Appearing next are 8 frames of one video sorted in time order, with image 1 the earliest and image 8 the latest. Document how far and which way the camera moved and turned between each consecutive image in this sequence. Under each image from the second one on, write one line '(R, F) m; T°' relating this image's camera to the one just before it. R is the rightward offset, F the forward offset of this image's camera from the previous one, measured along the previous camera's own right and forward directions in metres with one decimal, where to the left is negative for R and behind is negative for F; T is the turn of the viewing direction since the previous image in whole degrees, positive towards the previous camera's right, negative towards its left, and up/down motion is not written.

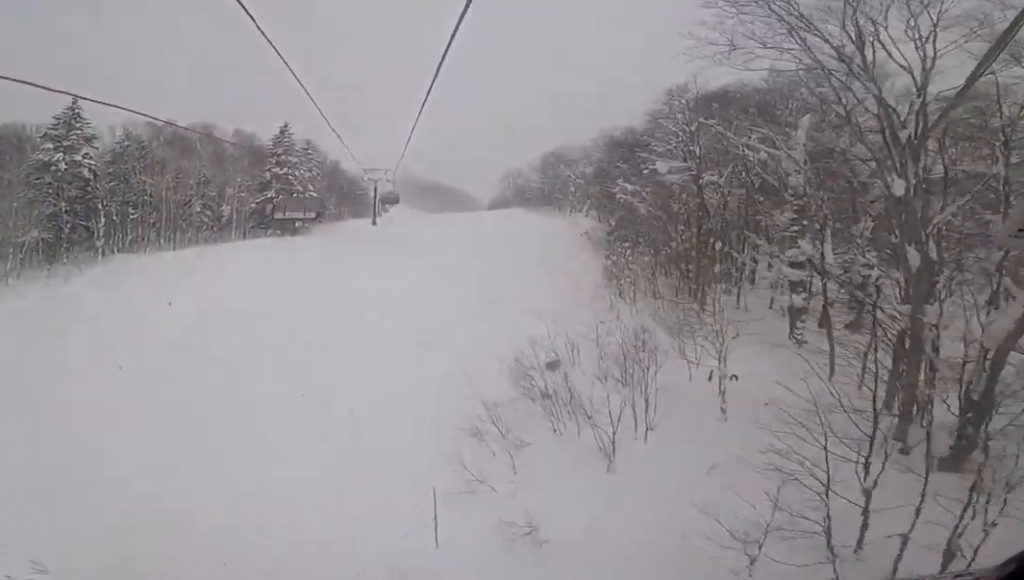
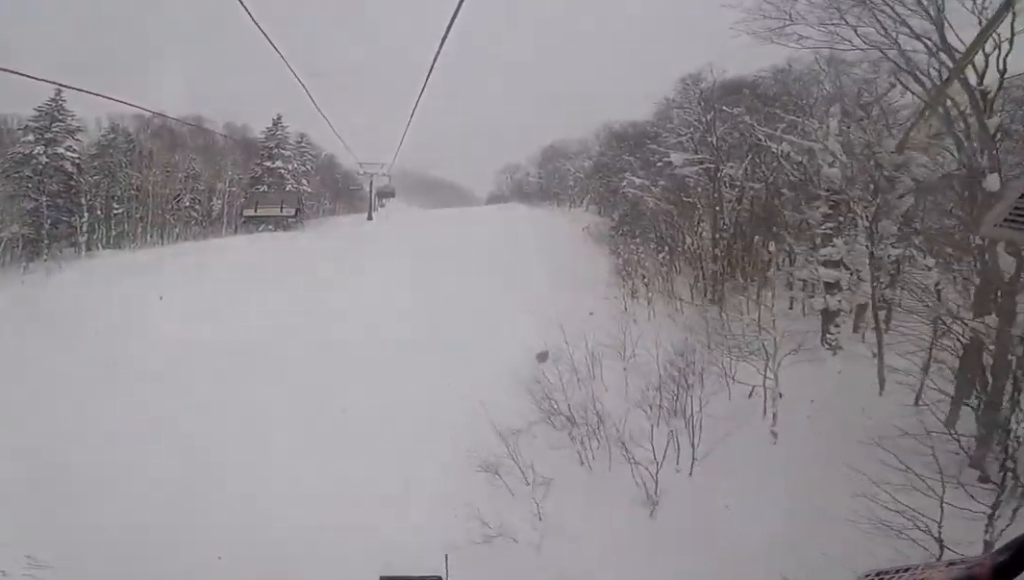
(-0.1, +2.0) m; +4°
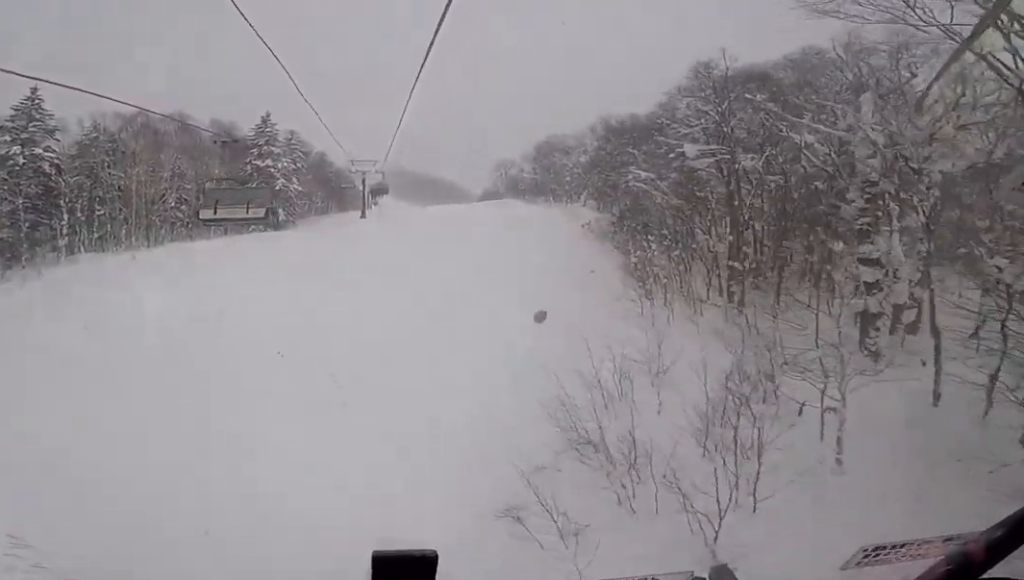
(0.0, +1.8) m; +3°
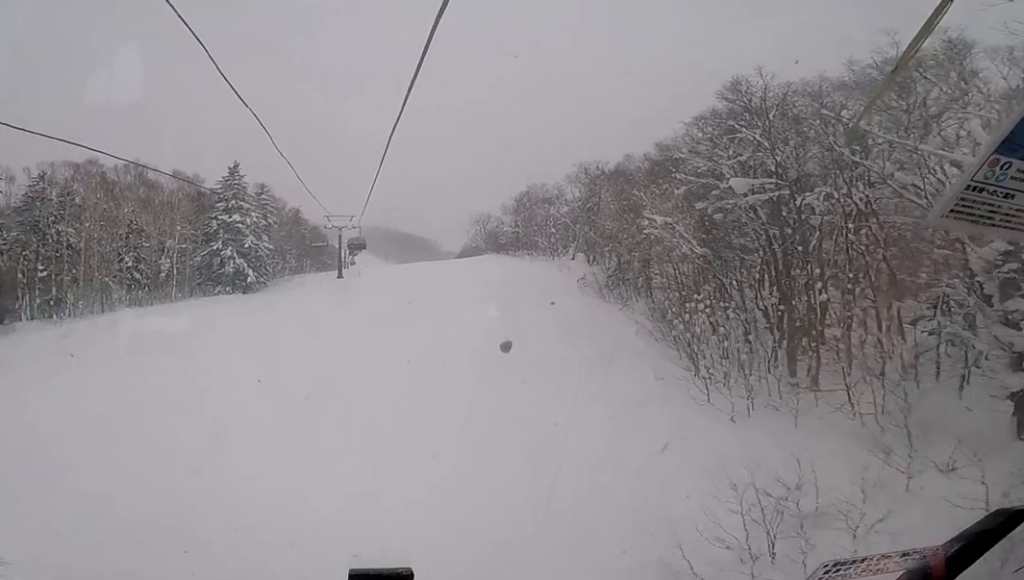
(+0.3, +5.6) m; 0°
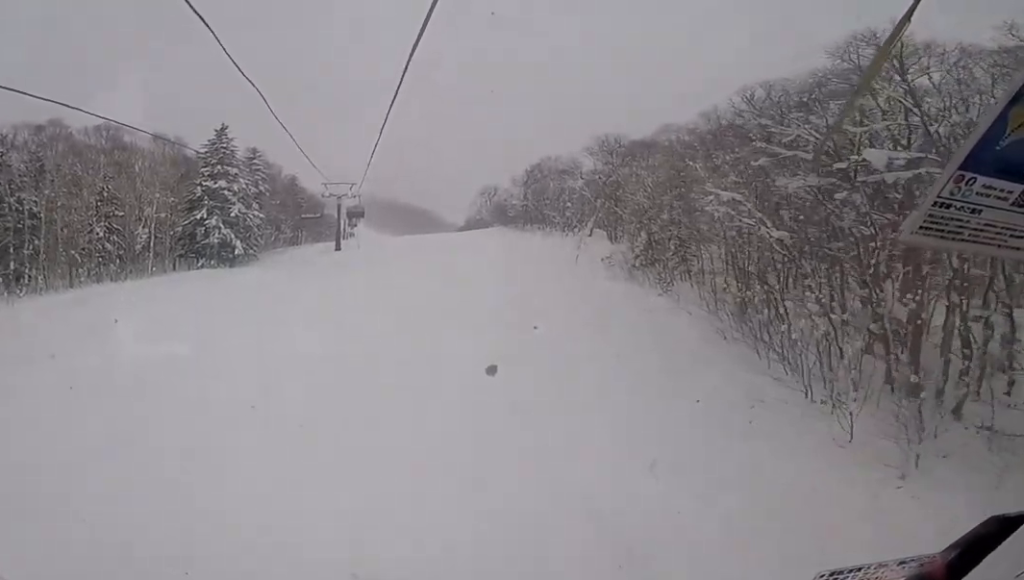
(+0.1, +5.9) m; 0°
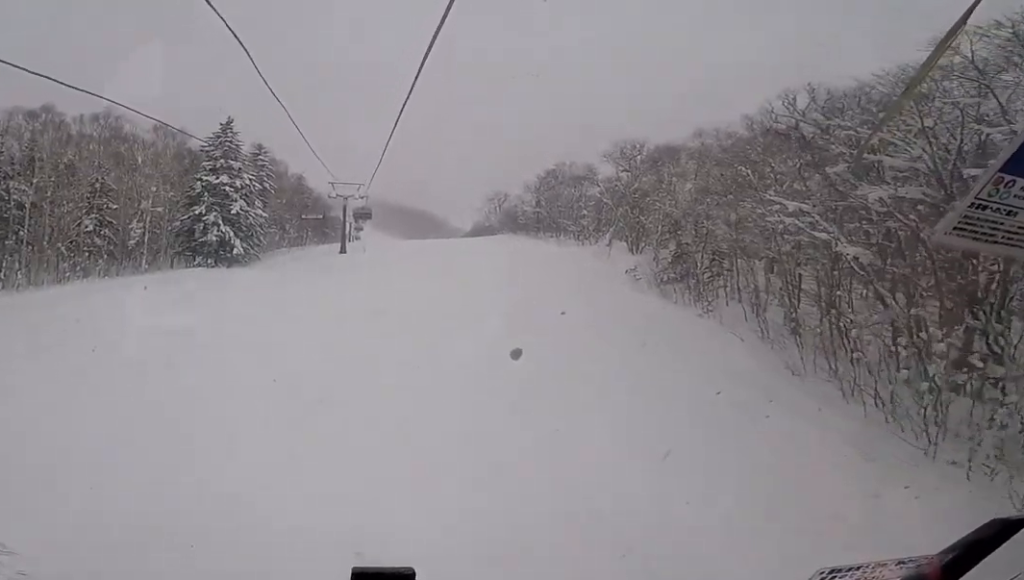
(-0.1, +3.5) m; -4°
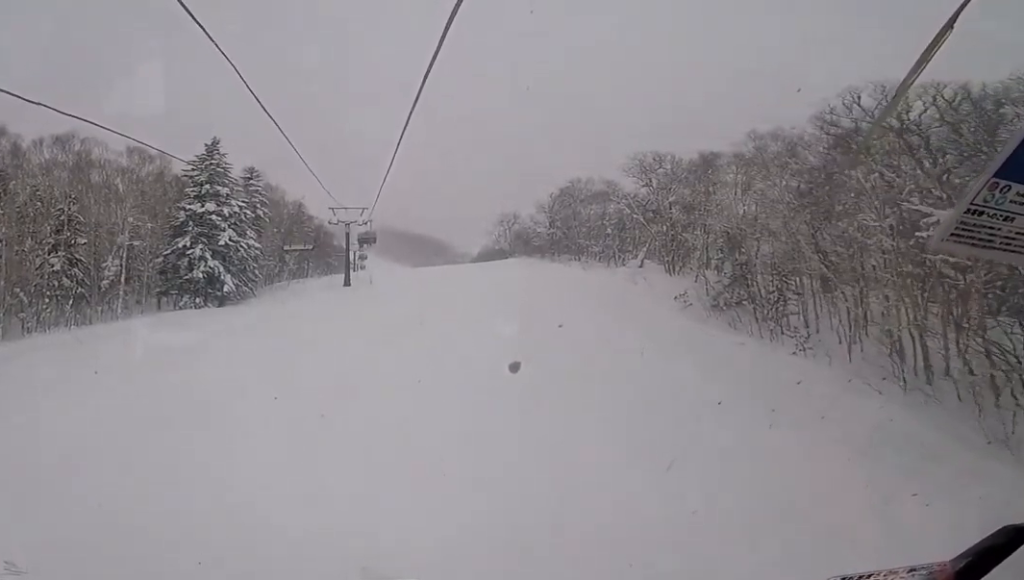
(-0.5, +6.2) m; +4°
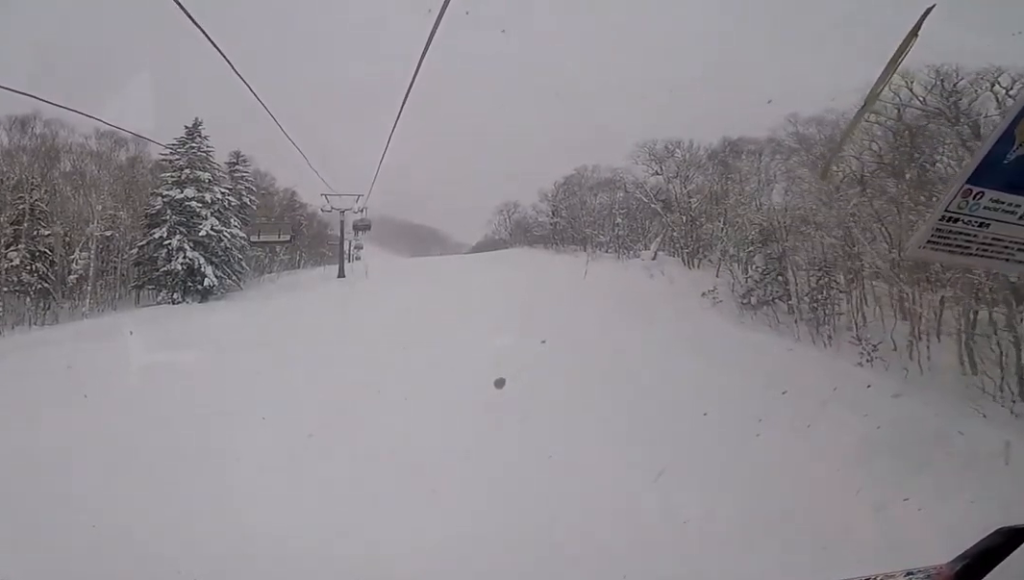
(+0.5, +4.1) m; +1°
